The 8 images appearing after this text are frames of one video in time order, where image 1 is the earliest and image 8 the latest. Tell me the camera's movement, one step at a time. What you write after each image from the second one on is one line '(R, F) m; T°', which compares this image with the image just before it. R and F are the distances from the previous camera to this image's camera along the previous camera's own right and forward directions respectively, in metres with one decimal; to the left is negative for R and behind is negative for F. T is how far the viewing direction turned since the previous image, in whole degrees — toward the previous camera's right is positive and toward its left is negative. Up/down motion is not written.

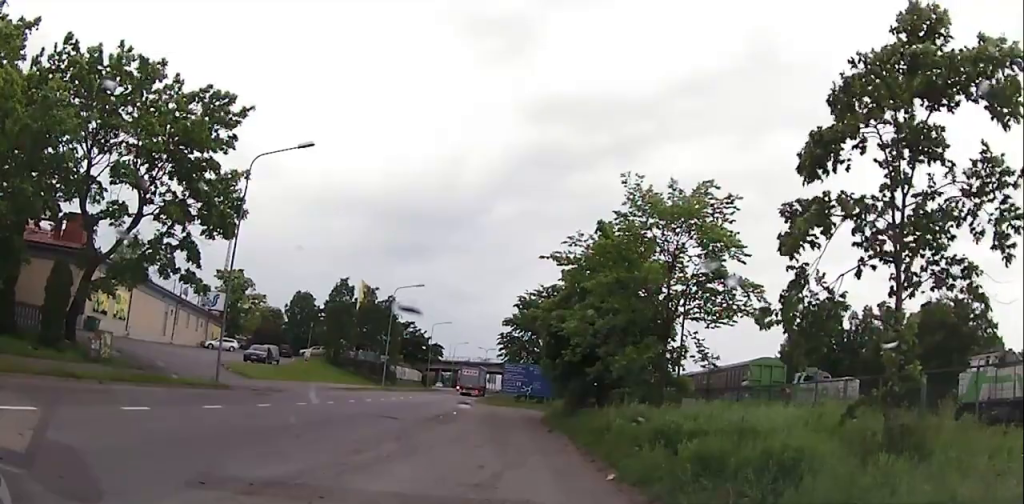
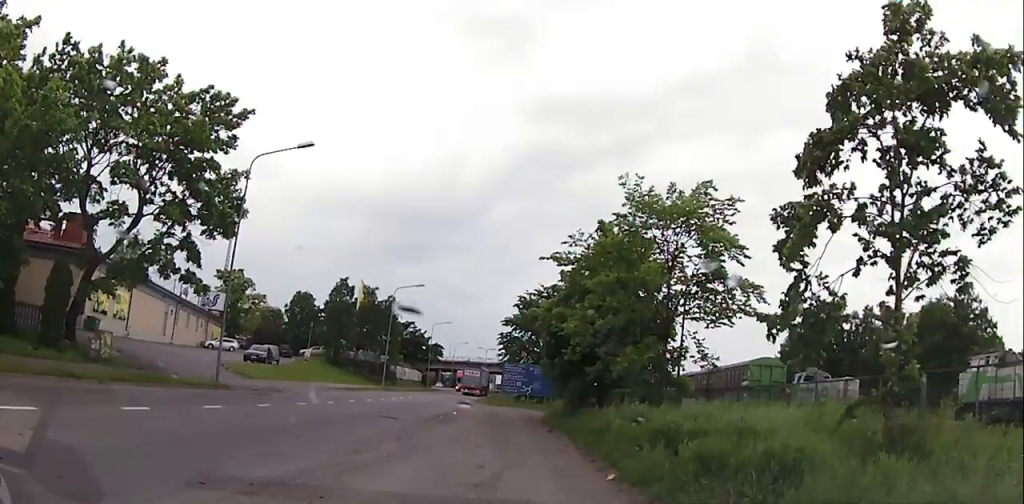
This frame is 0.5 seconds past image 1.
(0.0, 0.0) m; 0°
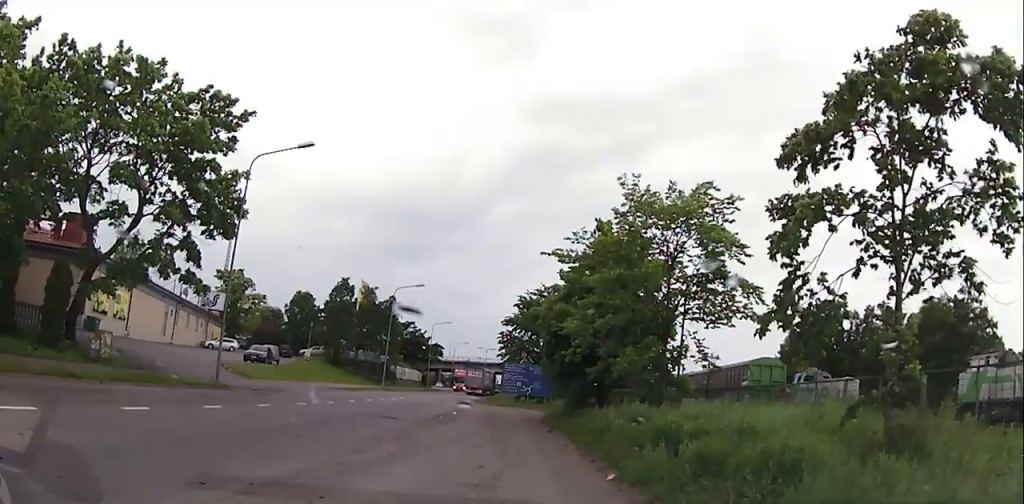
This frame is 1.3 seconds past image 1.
(0.0, 0.0) m; 0°
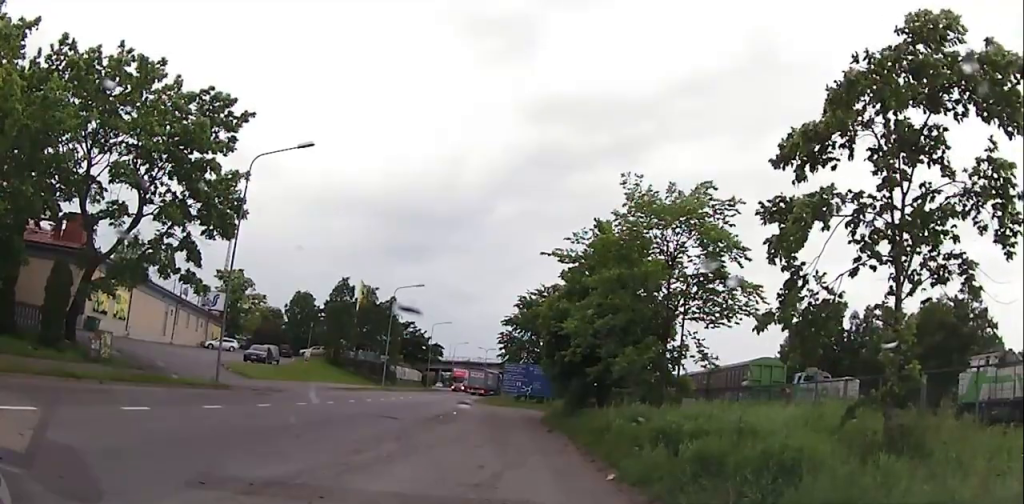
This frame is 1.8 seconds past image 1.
(0.0, 0.0) m; 0°
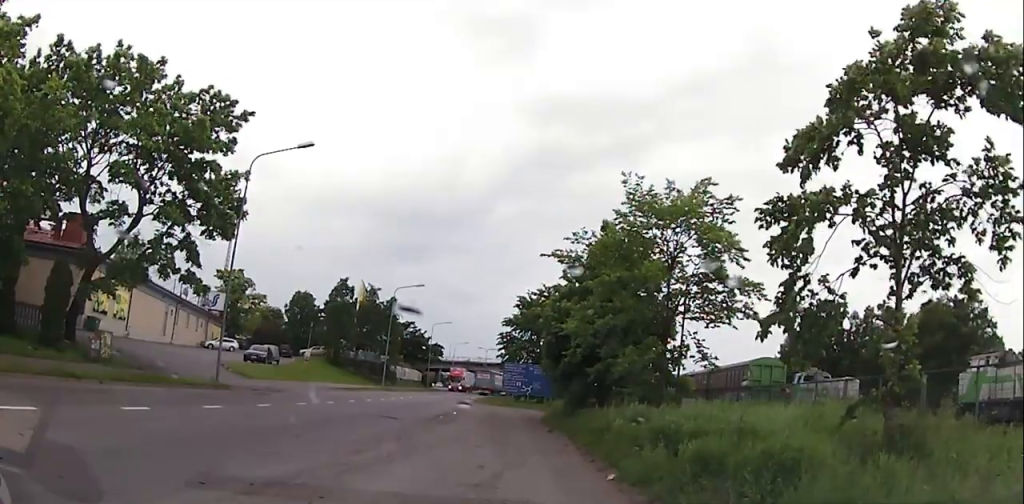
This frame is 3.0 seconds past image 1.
(0.0, 0.0) m; 0°
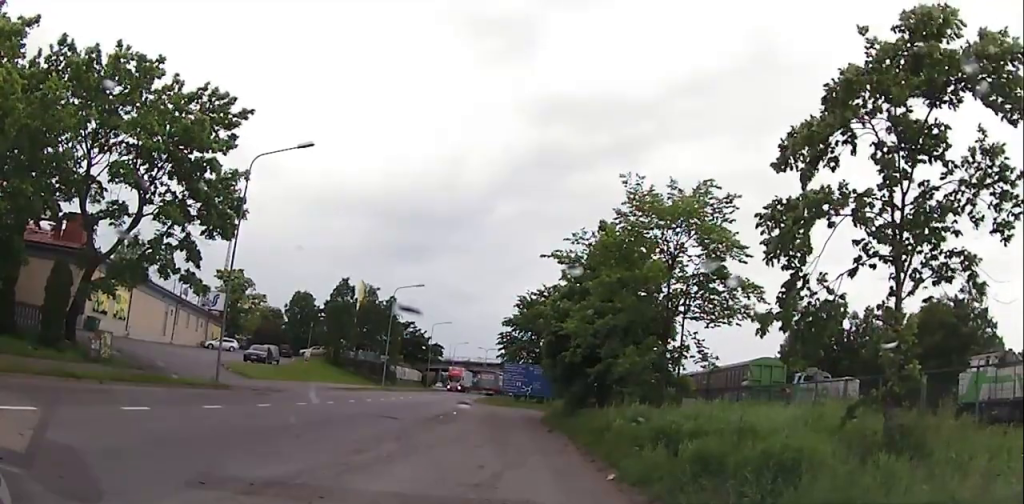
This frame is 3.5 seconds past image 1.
(0.0, 0.0) m; 0°
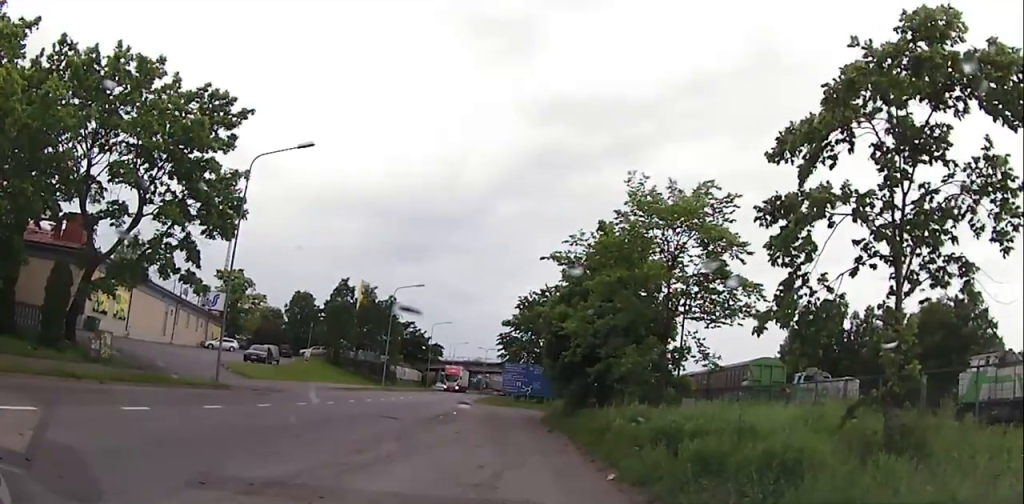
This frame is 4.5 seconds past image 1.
(0.0, 0.0) m; 0°
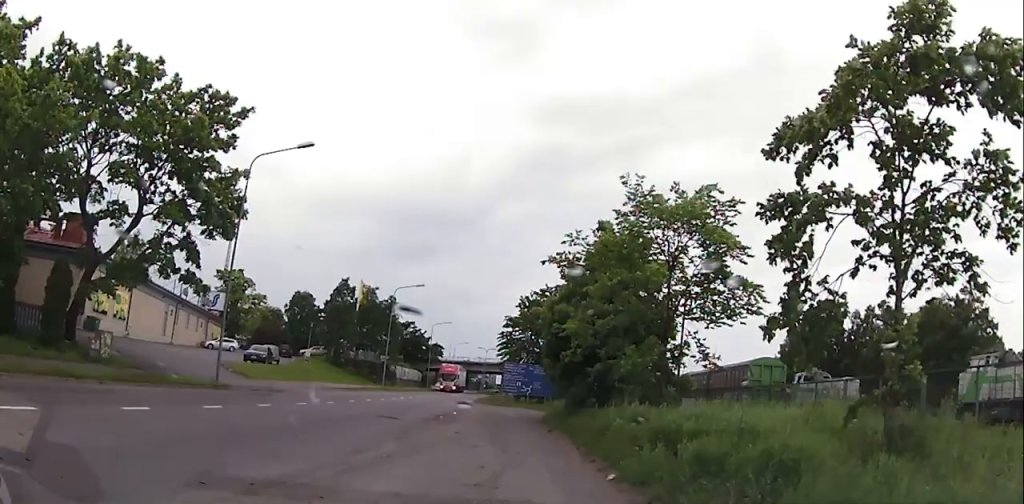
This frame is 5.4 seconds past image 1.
(0.0, 0.0) m; 0°
